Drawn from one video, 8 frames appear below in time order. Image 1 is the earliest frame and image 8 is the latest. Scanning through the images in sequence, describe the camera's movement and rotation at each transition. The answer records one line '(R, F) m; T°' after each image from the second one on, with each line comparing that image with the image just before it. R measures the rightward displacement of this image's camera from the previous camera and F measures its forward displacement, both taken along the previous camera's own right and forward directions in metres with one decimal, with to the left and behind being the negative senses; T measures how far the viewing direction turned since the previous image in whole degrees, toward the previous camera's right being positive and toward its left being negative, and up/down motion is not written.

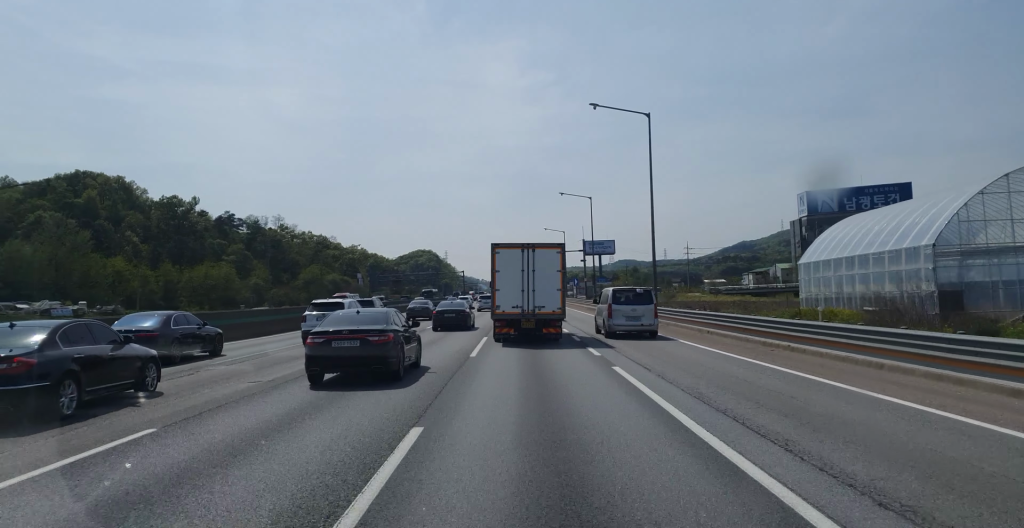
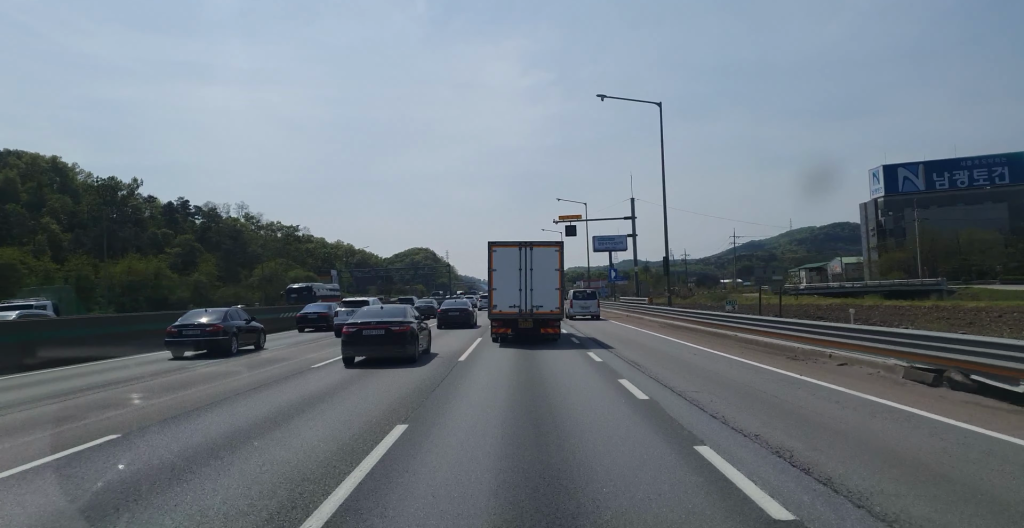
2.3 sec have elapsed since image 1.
(0.0, +42.4) m; 0°
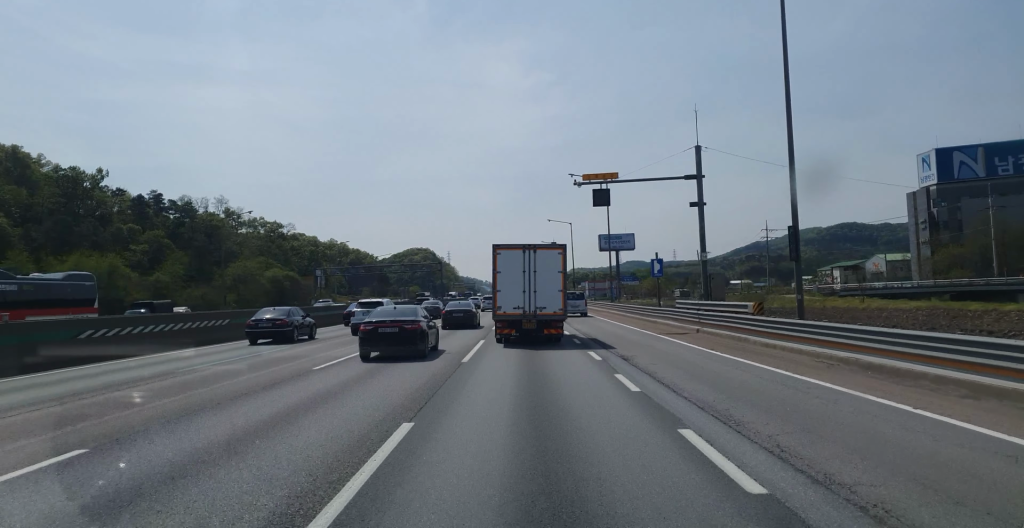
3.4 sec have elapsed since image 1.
(-0.2, +20.1) m; -1°
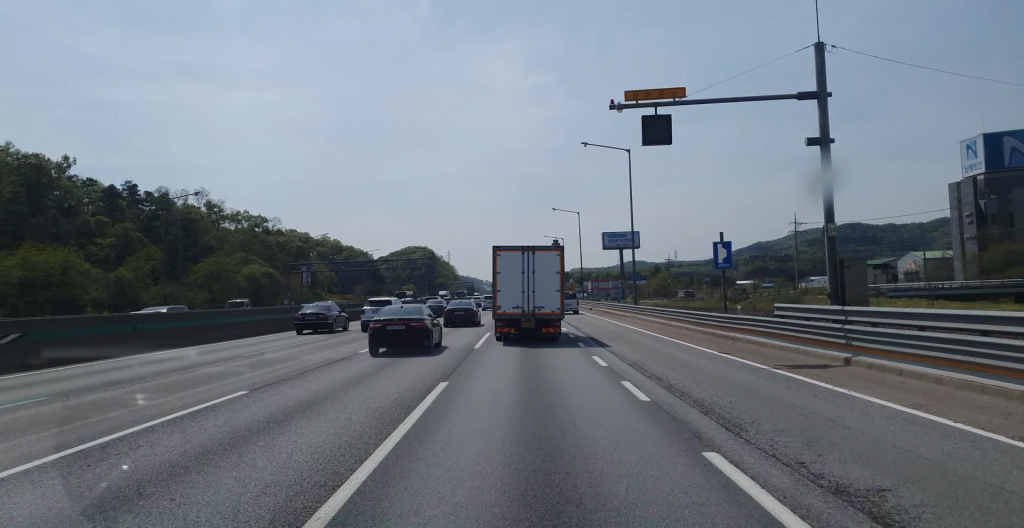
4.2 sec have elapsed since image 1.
(0.0, +14.9) m; 0°
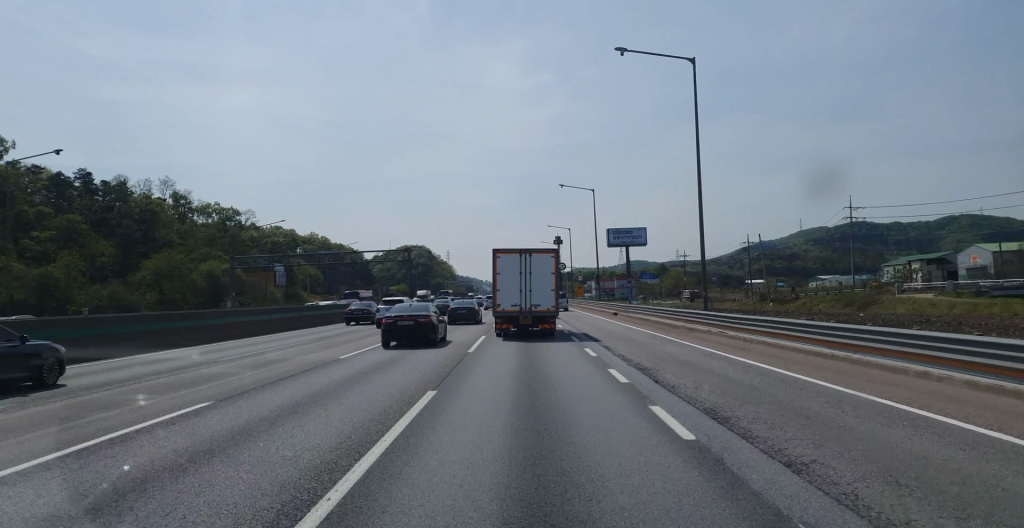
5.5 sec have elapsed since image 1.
(0.0, +22.1) m; +1°
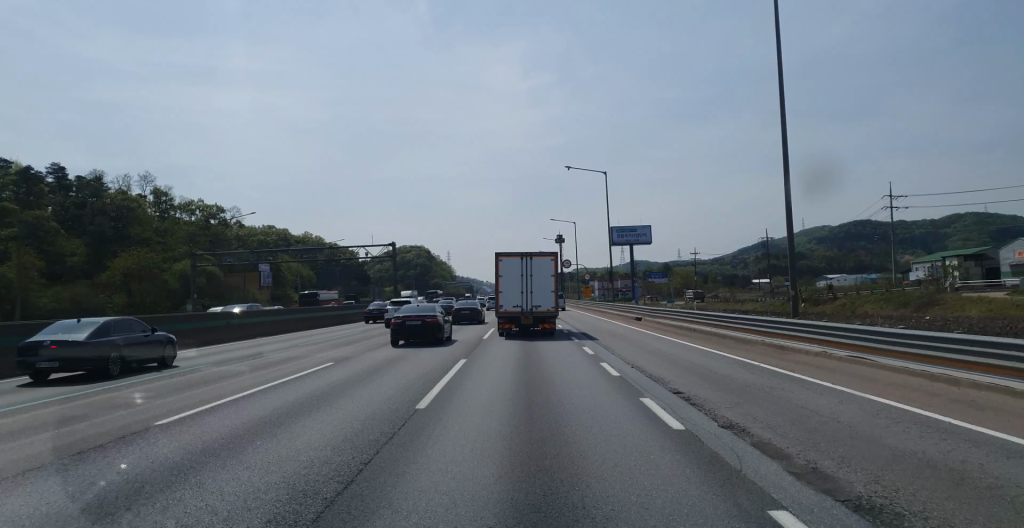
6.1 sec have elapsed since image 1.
(+0.1, +11.4) m; 0°
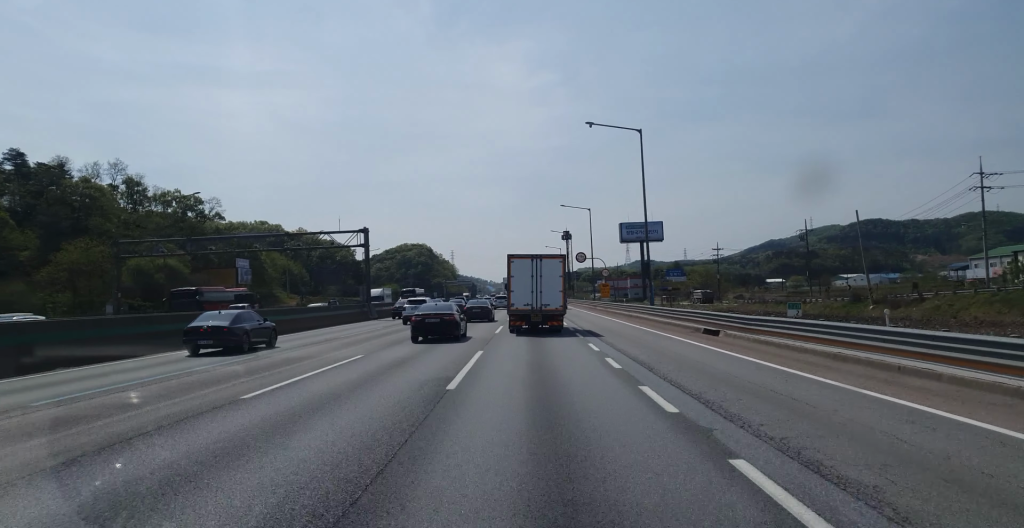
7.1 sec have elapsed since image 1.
(-0.2, +17.0) m; -1°
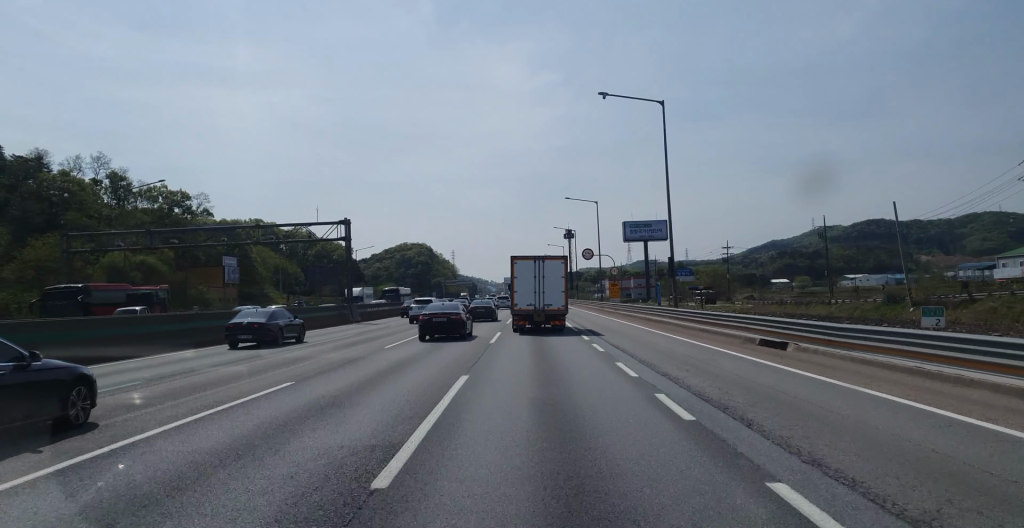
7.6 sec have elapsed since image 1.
(-0.1, +7.4) m; 0°
